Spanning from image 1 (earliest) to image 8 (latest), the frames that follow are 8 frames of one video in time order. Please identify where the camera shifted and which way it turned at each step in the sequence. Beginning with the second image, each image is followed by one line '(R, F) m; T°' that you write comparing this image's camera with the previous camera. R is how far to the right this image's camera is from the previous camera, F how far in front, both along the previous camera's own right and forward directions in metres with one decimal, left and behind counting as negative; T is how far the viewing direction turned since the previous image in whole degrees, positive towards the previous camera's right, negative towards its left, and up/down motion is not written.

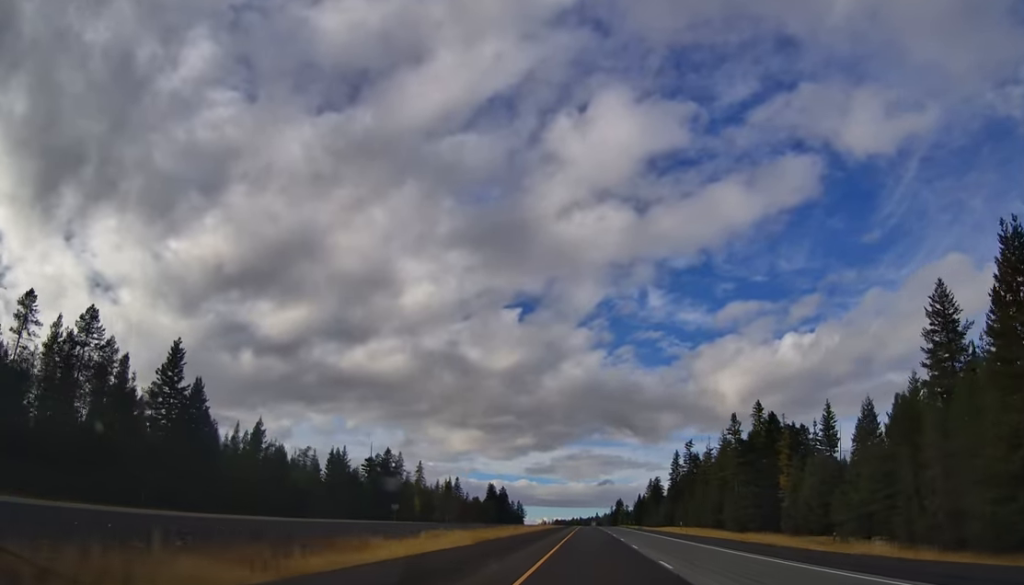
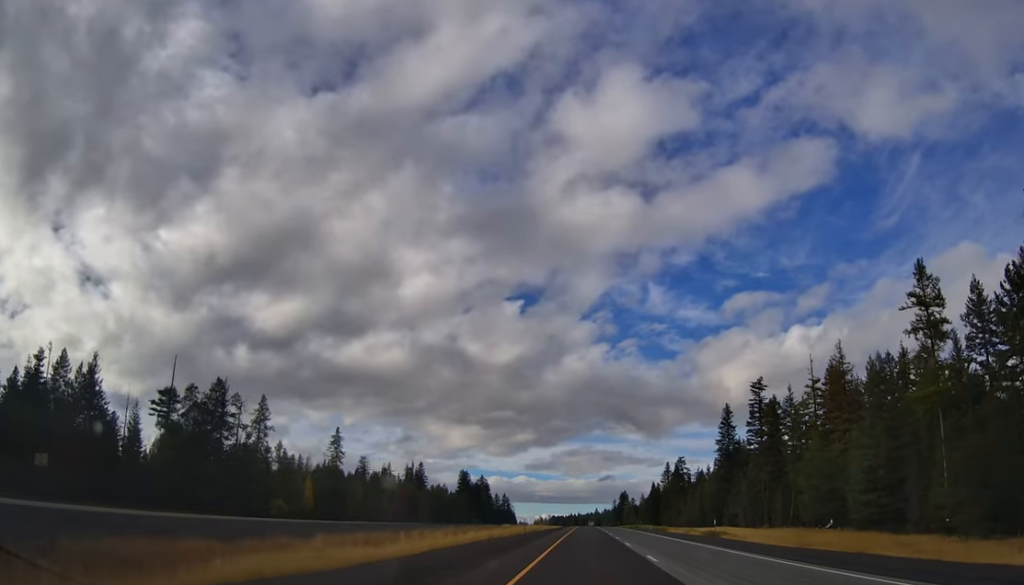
(-0.3, +95.7) m; +1°
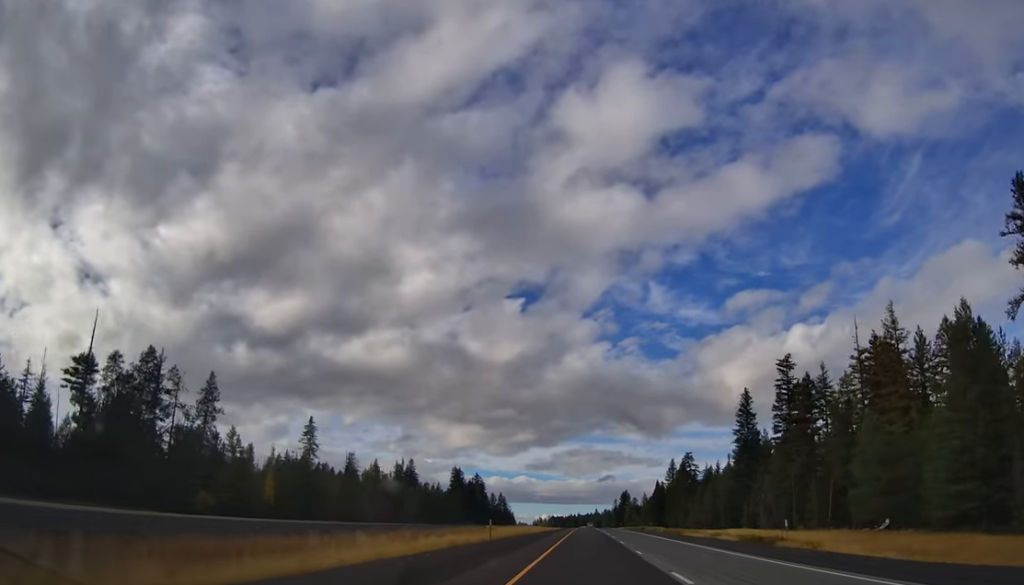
(0.0, +19.4) m; 0°
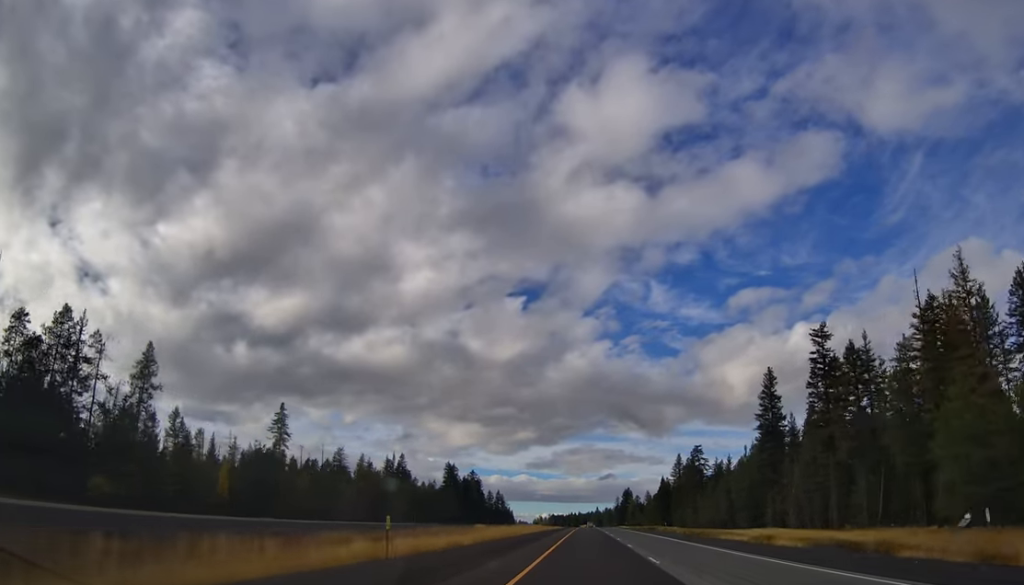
(-0.5, +18.2) m; 0°
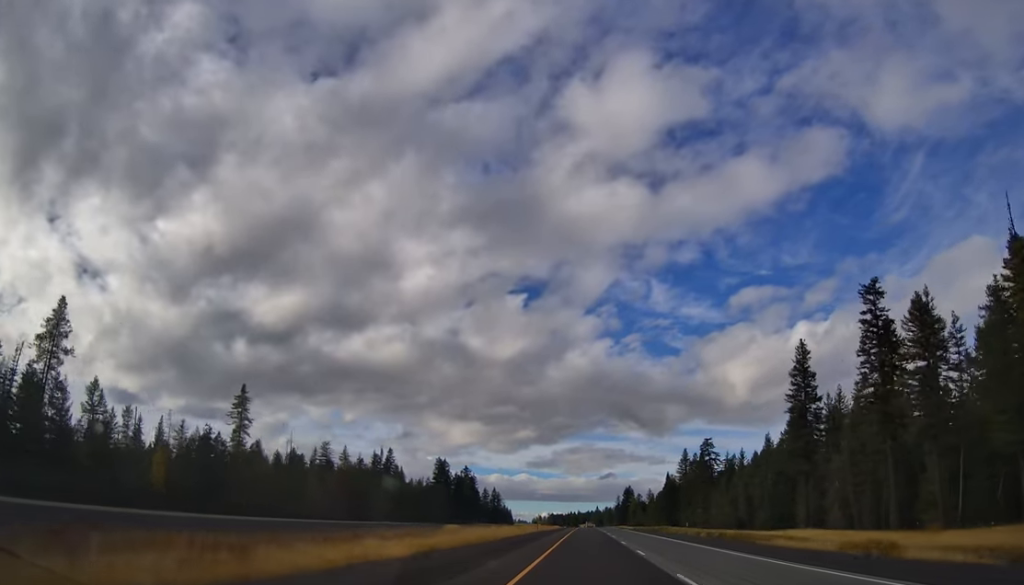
(+0.1, +19.3) m; 0°
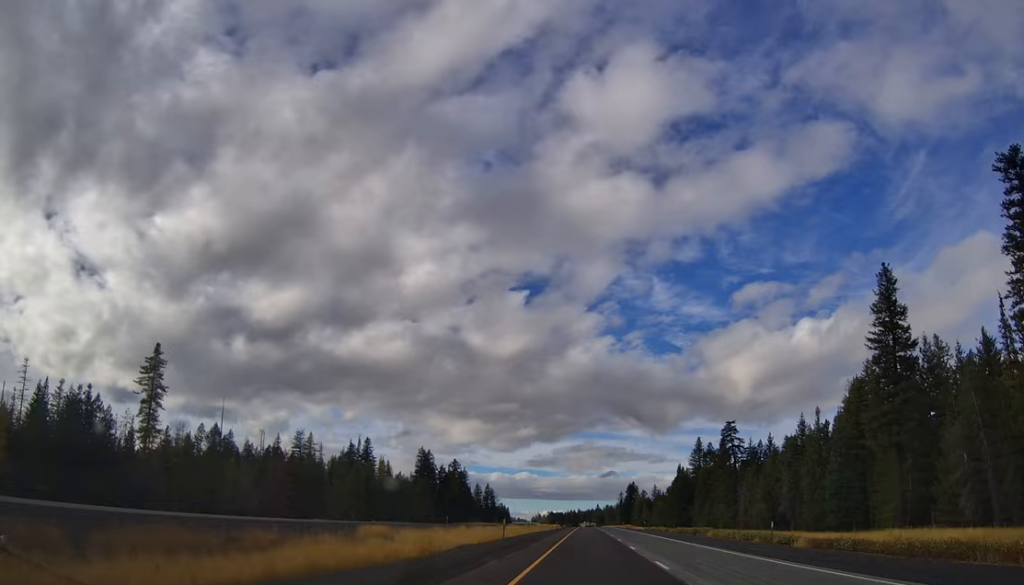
(+0.2, +31.9) m; 0°
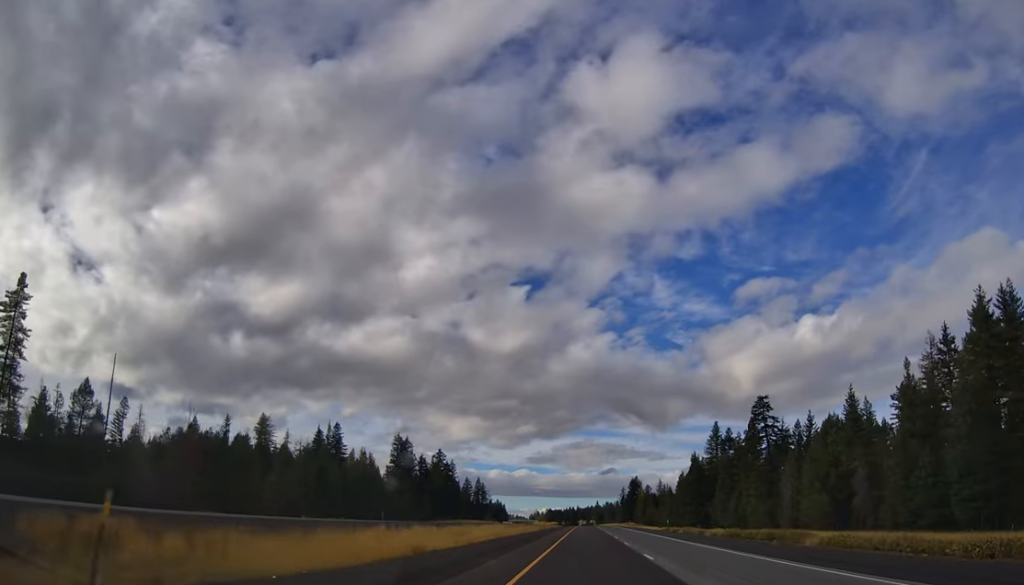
(-0.1, +33.2) m; 0°
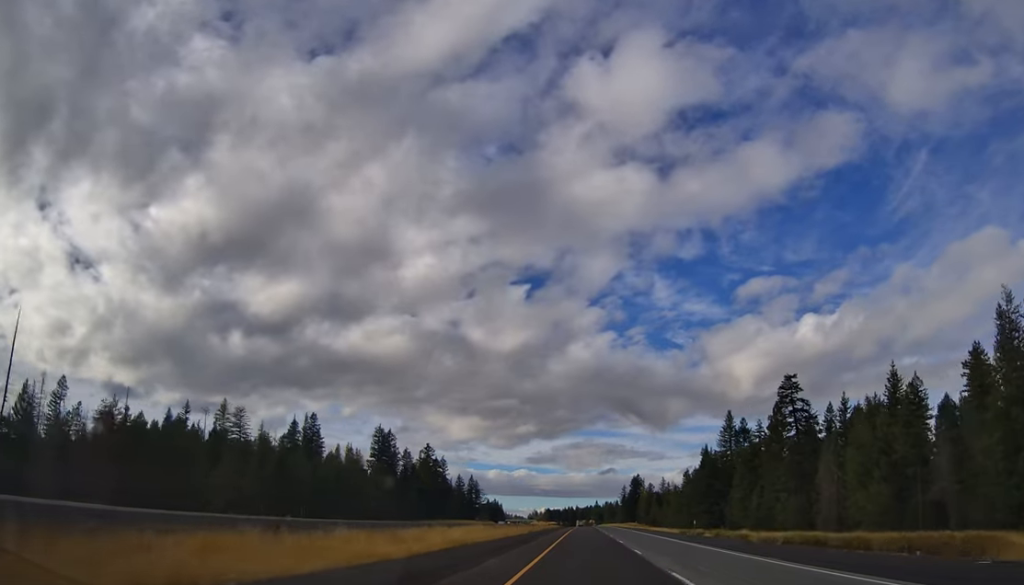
(+0.6, +20.6) m; 0°
